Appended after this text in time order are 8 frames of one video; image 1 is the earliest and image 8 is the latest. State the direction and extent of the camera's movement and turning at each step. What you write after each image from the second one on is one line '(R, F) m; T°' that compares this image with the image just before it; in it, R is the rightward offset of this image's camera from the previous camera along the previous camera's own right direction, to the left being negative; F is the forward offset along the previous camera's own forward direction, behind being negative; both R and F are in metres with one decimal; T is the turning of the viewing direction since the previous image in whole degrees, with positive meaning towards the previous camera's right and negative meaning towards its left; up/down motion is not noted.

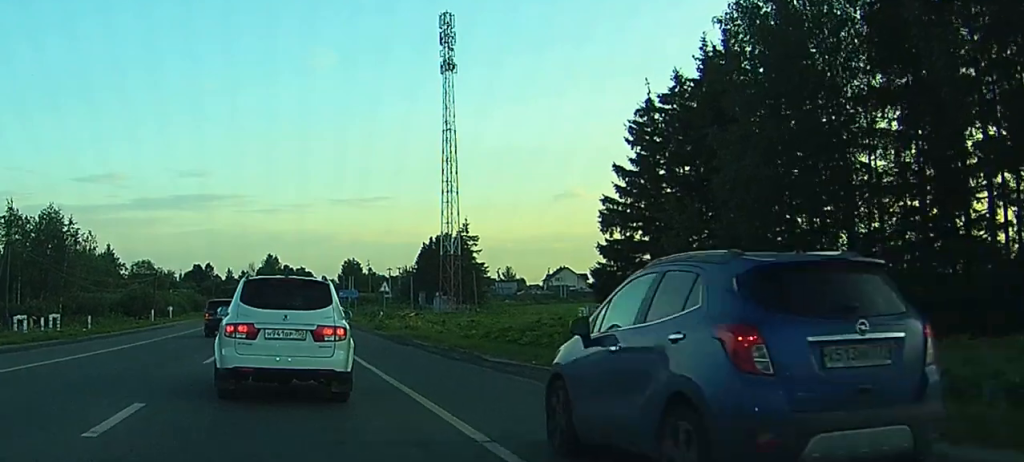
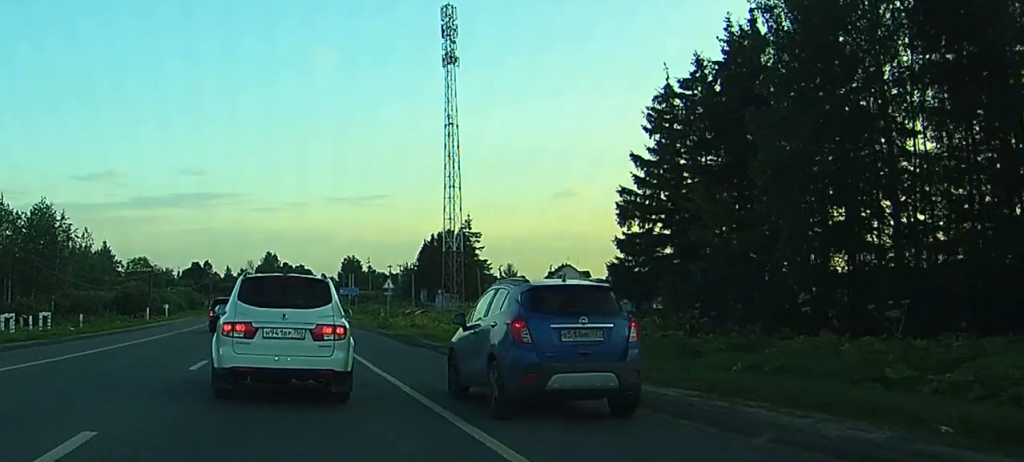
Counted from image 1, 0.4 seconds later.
(0.0, +2.6) m; 0°
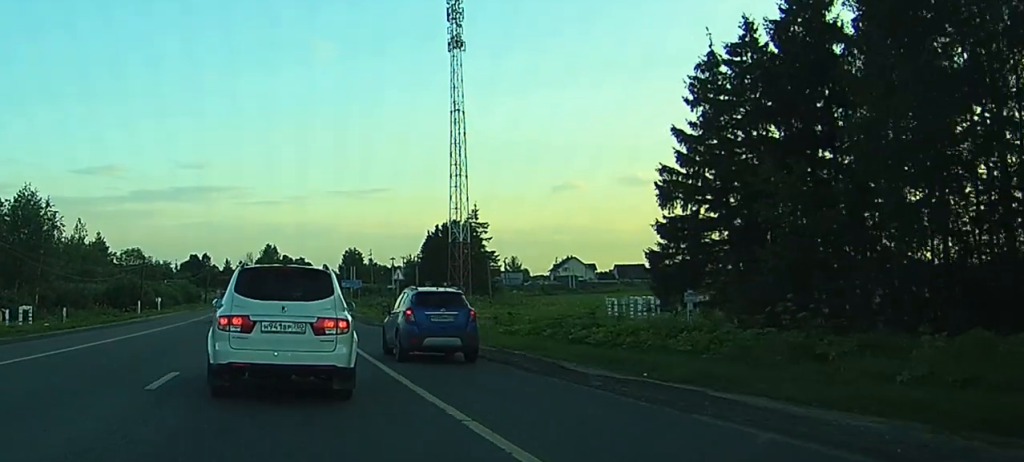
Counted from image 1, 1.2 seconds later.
(0.0, +5.0) m; 0°
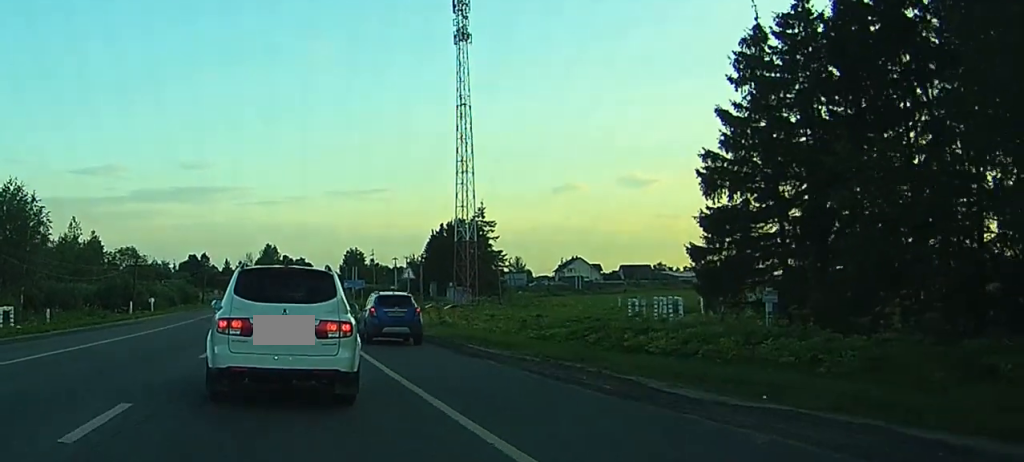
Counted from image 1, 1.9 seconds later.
(-0.1, +4.6) m; +1°
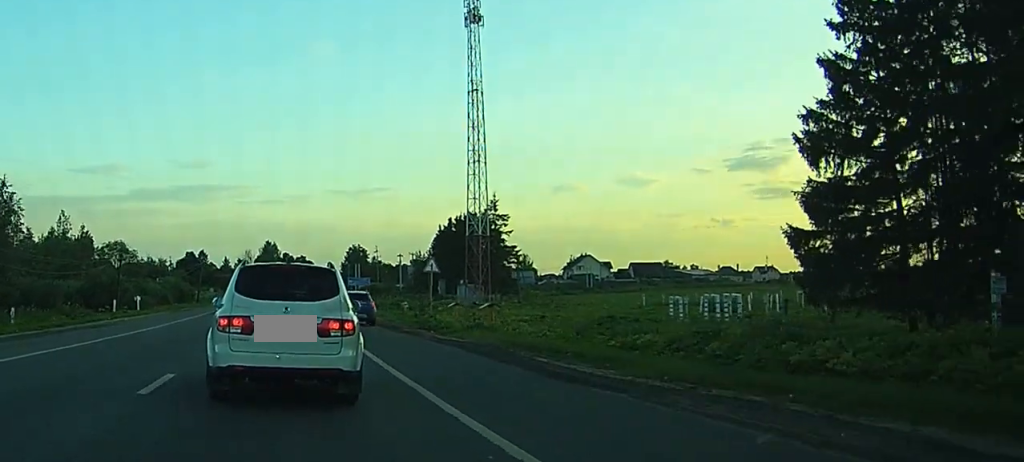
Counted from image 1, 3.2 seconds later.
(+0.3, +8.6) m; +2°
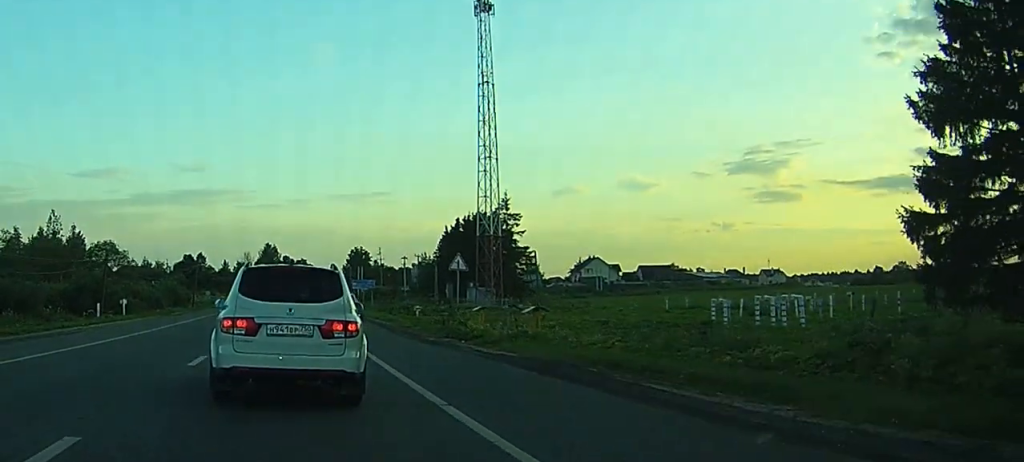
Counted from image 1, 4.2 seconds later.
(0.0, +7.0) m; 0°
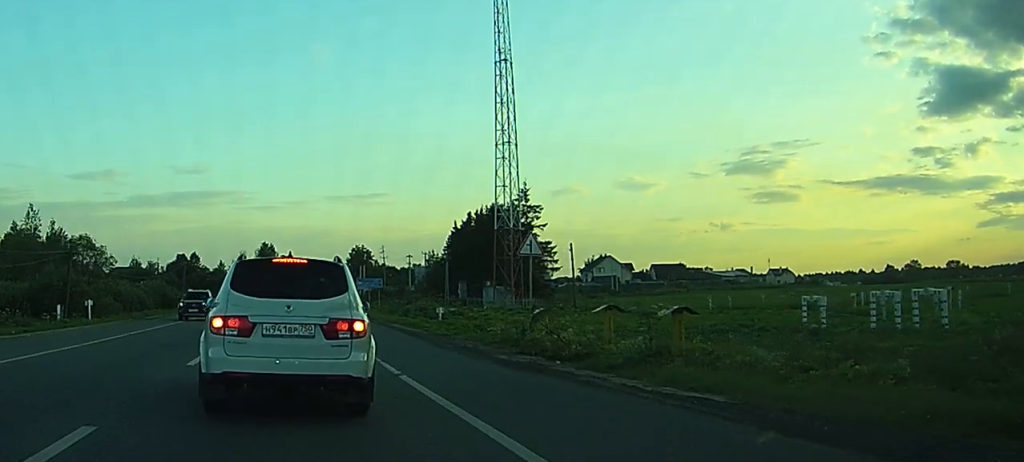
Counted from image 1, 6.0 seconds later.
(+0.1, +11.2) m; +1°
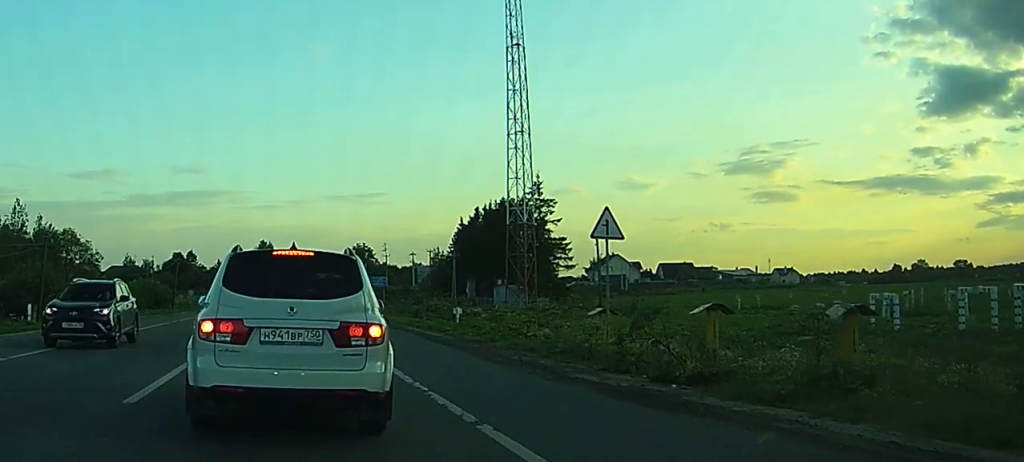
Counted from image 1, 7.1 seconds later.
(+0.1, +6.2) m; 0°
